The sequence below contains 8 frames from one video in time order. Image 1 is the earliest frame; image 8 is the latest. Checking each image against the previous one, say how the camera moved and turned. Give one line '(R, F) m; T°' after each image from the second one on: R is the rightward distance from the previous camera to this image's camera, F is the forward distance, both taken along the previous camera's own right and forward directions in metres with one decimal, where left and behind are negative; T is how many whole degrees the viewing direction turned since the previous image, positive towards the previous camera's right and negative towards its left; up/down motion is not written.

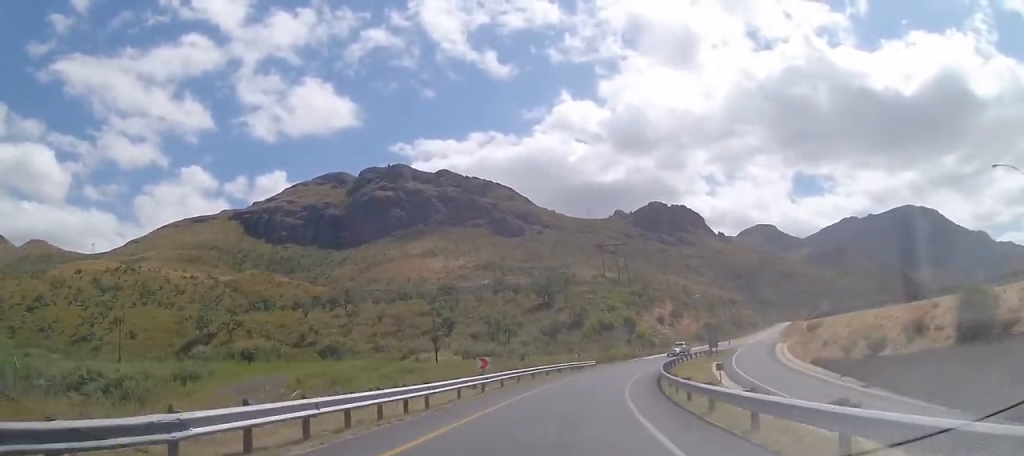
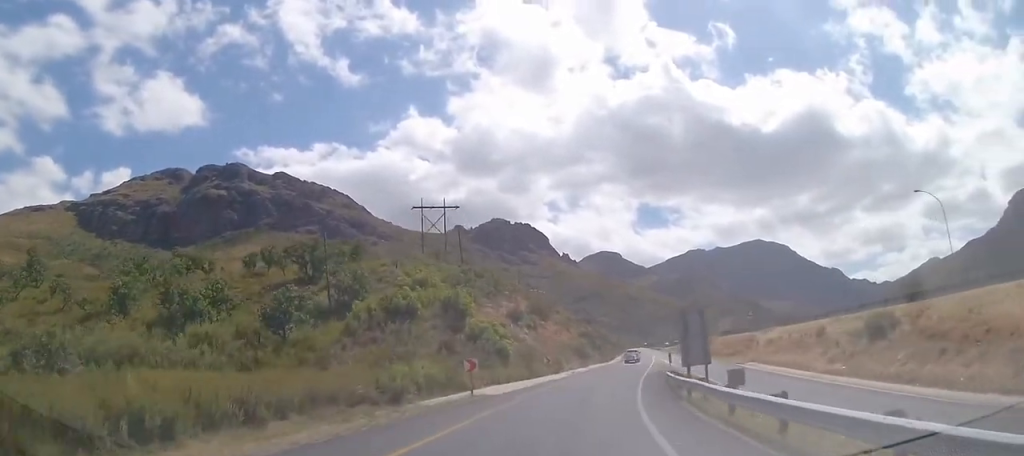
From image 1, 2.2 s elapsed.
(+4.0, +51.9) m; +8°
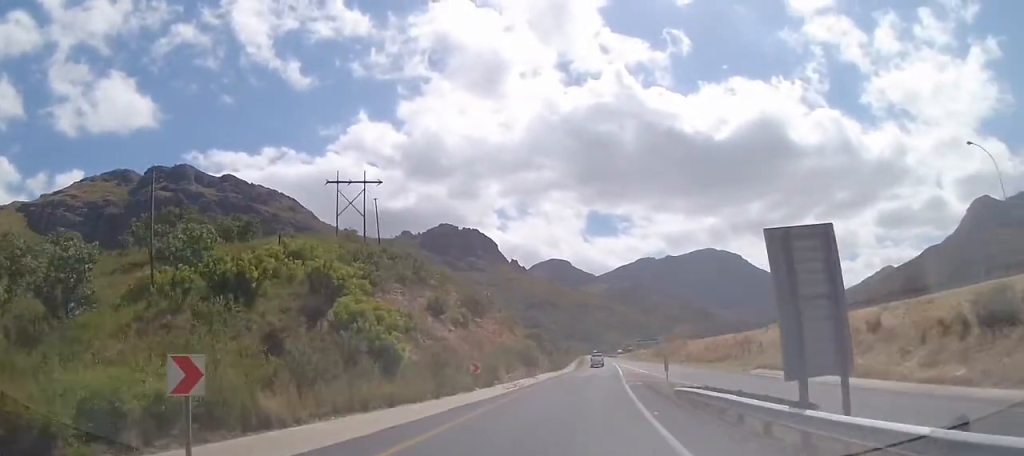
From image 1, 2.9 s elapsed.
(+0.3, +16.5) m; +4°
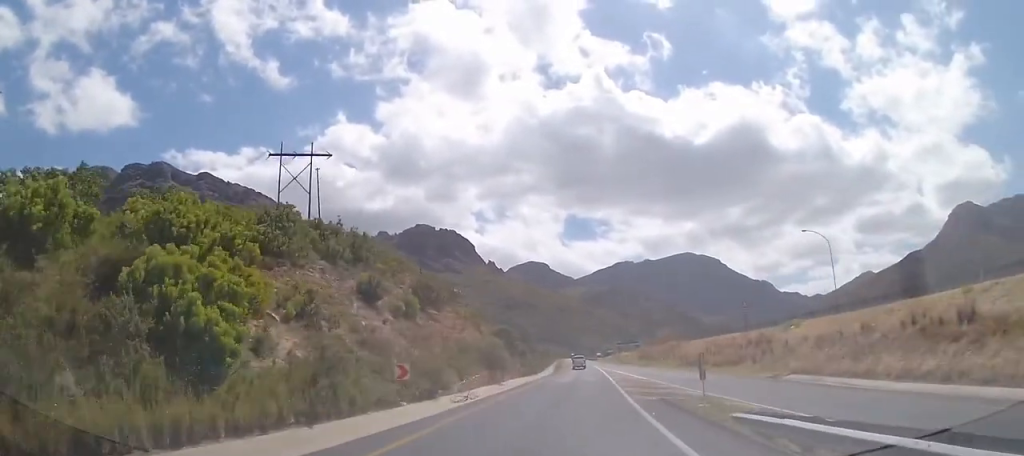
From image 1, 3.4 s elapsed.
(+0.4, +11.1) m; +3°
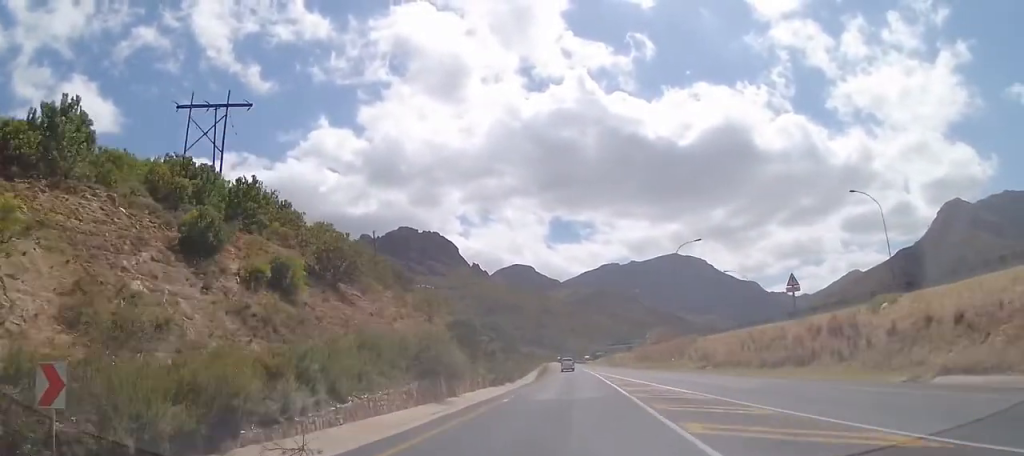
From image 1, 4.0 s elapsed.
(+0.5, +15.9) m; +4°
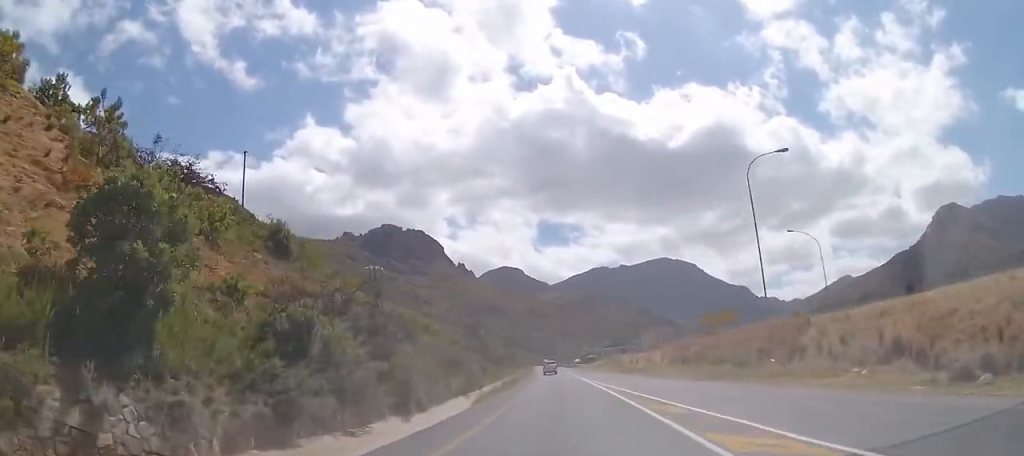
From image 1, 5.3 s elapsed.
(+1.5, +31.0) m; +4°
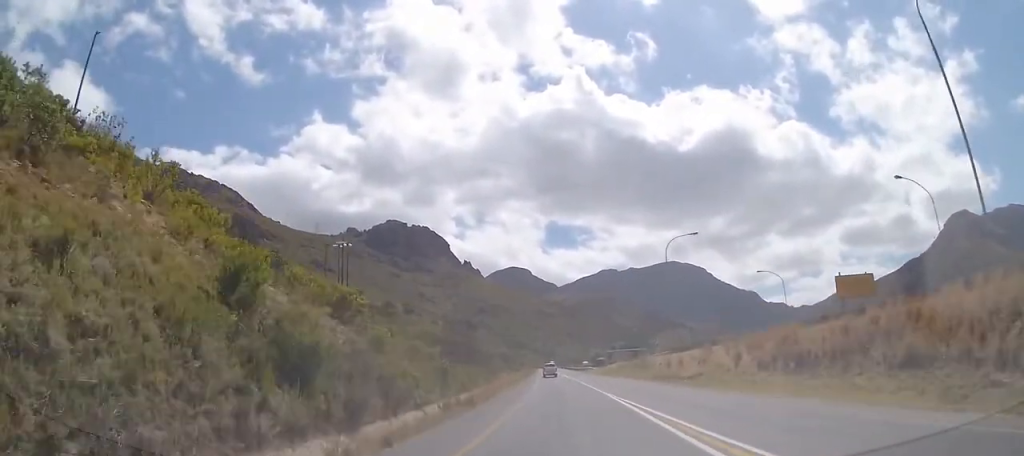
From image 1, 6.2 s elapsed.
(0.0, +20.7) m; +2°
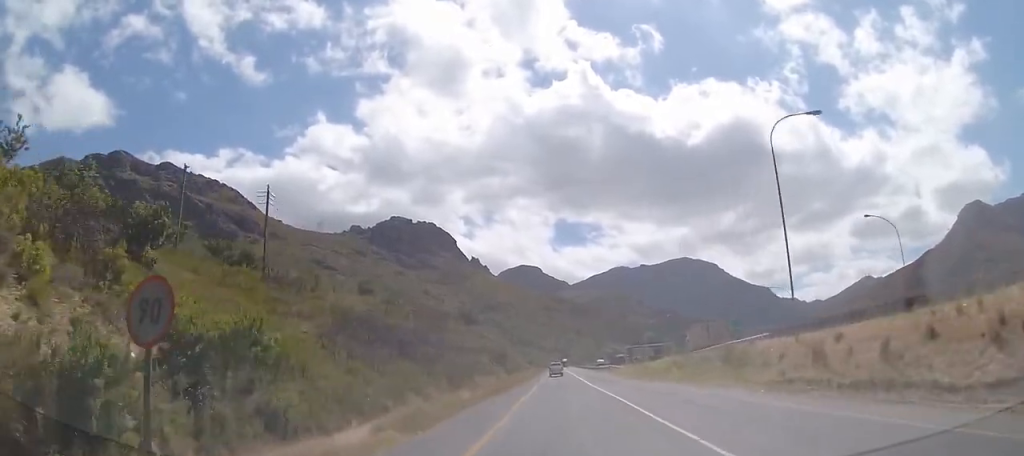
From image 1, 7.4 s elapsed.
(+1.0, +28.1) m; +1°
